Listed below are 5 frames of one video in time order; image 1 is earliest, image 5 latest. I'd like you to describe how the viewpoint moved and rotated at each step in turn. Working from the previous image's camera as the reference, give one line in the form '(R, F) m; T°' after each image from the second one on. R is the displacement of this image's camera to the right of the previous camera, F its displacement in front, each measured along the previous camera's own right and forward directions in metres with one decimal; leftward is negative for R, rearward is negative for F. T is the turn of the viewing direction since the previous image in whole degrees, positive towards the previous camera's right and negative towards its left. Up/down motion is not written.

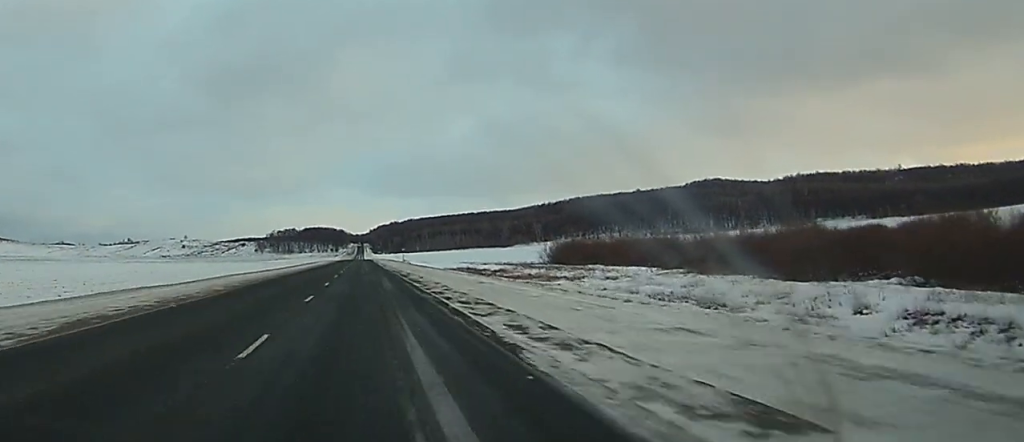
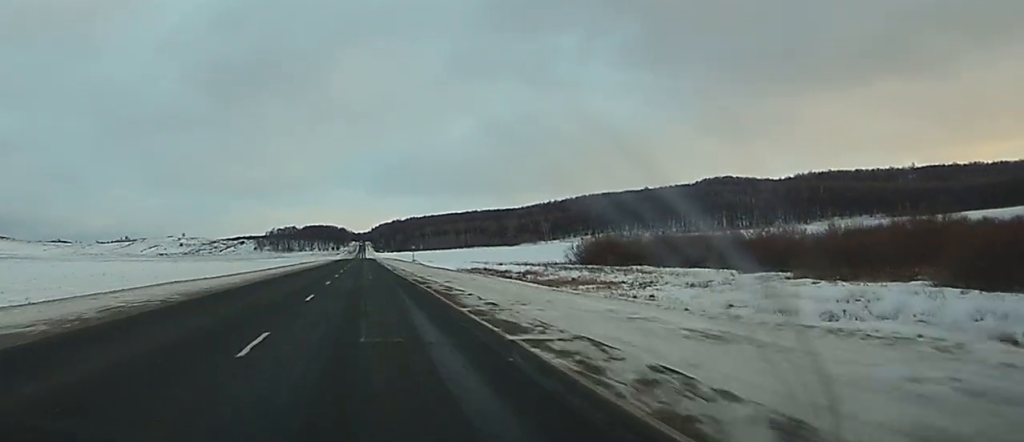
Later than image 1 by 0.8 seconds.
(-0.1, +24.3) m; 0°
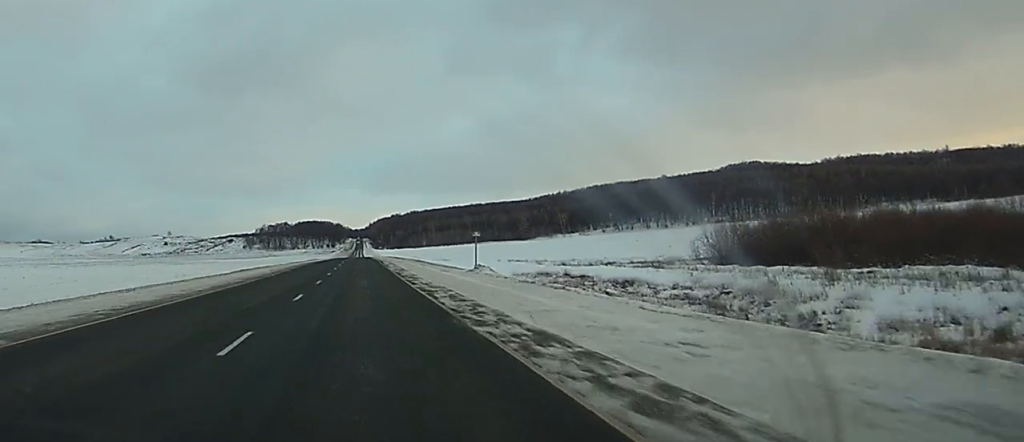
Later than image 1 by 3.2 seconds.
(0.0, +71.9) m; 0°
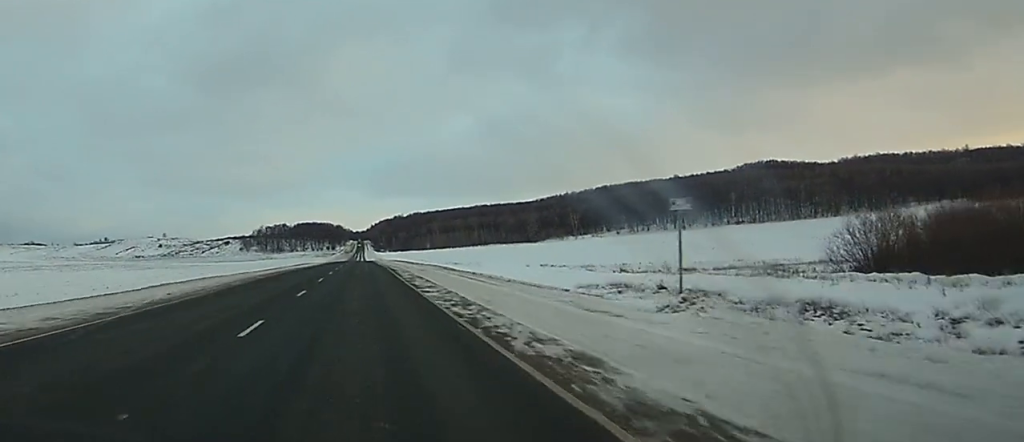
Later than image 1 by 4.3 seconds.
(-0.1, +33.4) m; 0°
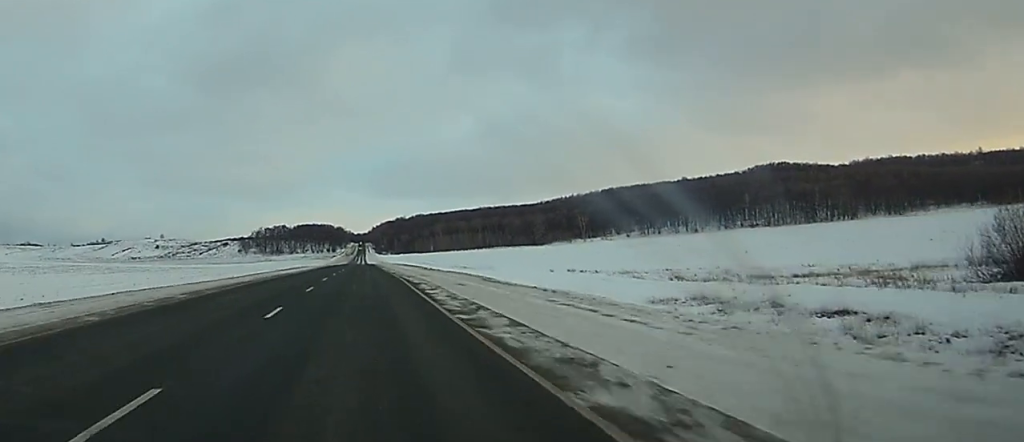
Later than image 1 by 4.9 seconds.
(+0.1, +20.3) m; 0°
